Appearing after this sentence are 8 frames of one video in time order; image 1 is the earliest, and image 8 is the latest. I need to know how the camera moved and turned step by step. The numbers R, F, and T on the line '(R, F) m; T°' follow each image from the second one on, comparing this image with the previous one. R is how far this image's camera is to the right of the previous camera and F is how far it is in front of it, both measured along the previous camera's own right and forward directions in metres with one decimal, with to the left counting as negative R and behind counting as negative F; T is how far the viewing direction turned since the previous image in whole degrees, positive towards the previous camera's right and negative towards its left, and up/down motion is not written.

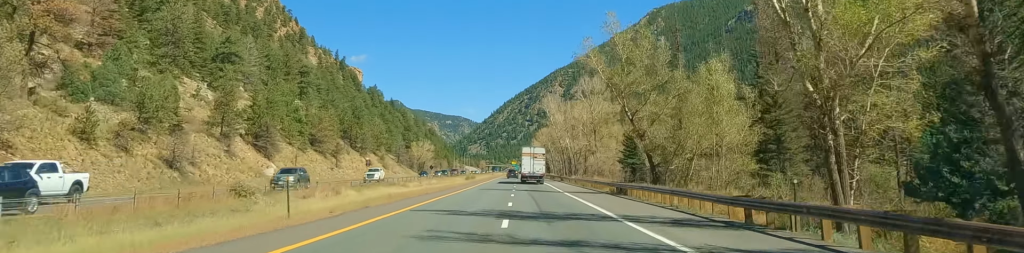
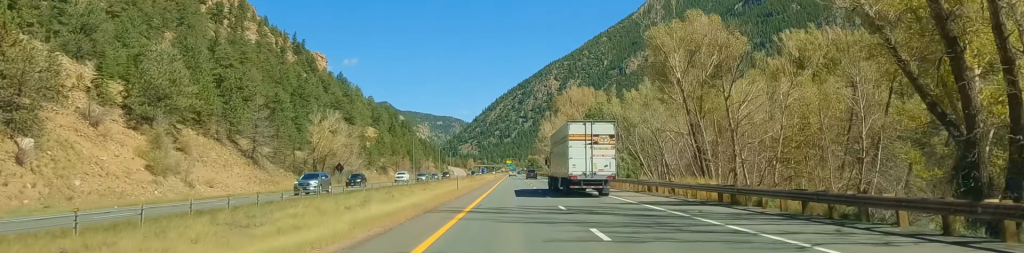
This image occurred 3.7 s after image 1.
(+1.3, +127.4) m; 0°
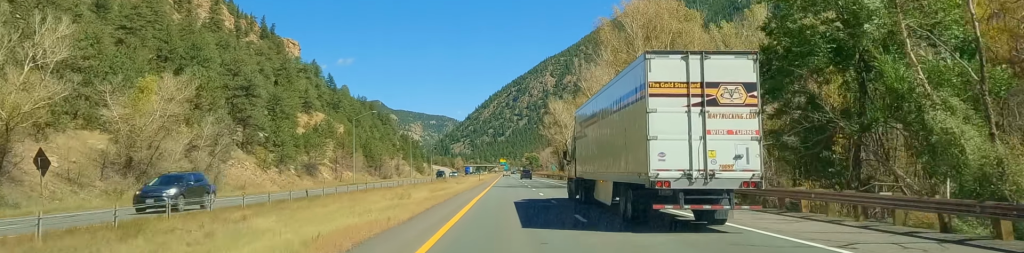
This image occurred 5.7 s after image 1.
(-0.2, +68.9) m; 0°
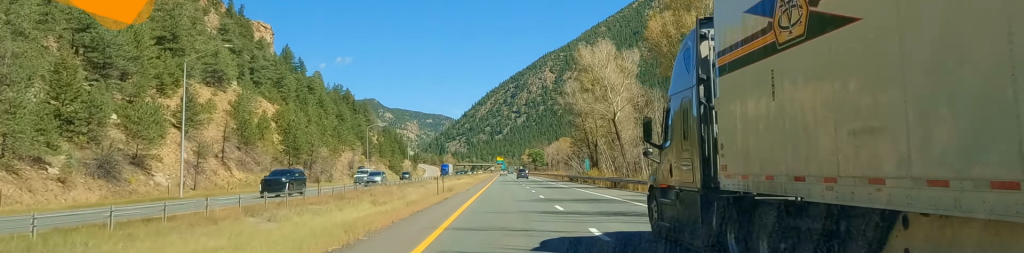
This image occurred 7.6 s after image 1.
(+0.8, +64.1) m; +1°
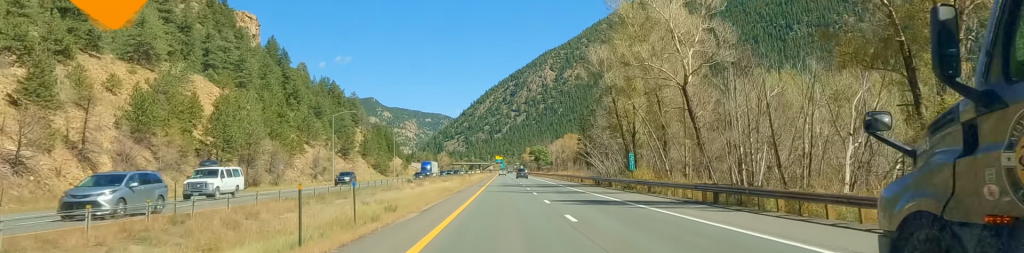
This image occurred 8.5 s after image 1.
(-0.2, +29.5) m; 0°
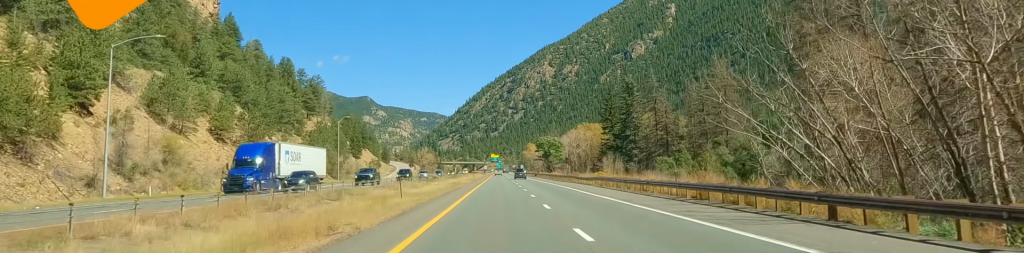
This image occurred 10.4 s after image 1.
(+0.1, +66.9) m; +1°
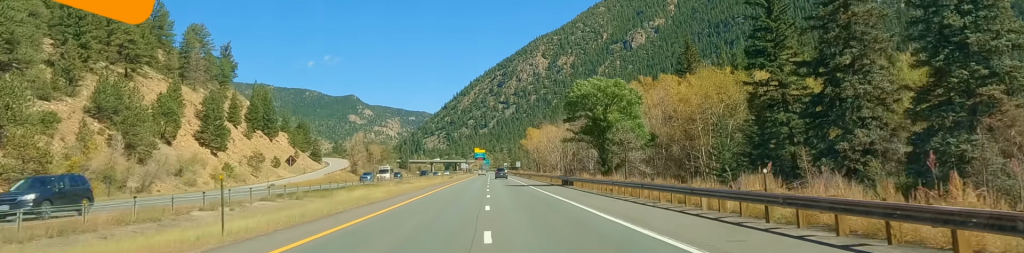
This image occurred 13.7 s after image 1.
(+0.8, +109.1) m; 0°
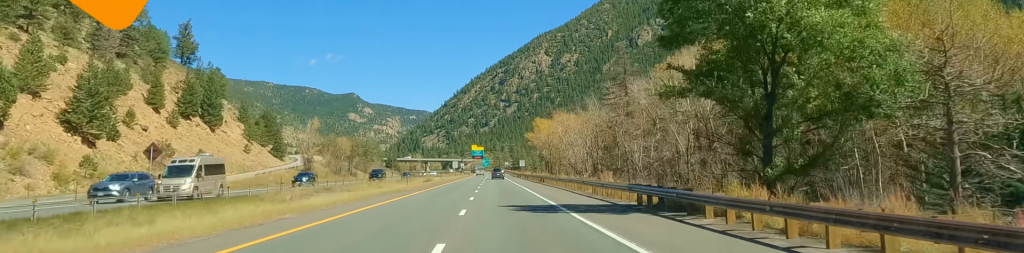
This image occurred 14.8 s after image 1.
(-0.7, +39.3) m; 0°
